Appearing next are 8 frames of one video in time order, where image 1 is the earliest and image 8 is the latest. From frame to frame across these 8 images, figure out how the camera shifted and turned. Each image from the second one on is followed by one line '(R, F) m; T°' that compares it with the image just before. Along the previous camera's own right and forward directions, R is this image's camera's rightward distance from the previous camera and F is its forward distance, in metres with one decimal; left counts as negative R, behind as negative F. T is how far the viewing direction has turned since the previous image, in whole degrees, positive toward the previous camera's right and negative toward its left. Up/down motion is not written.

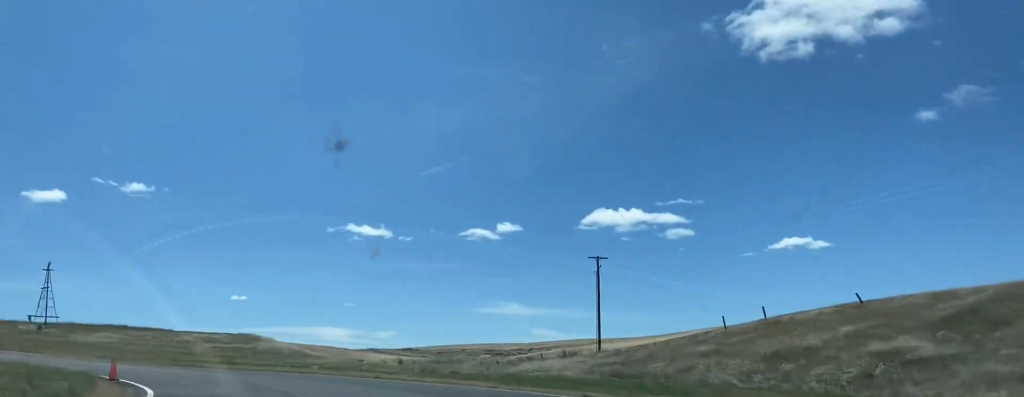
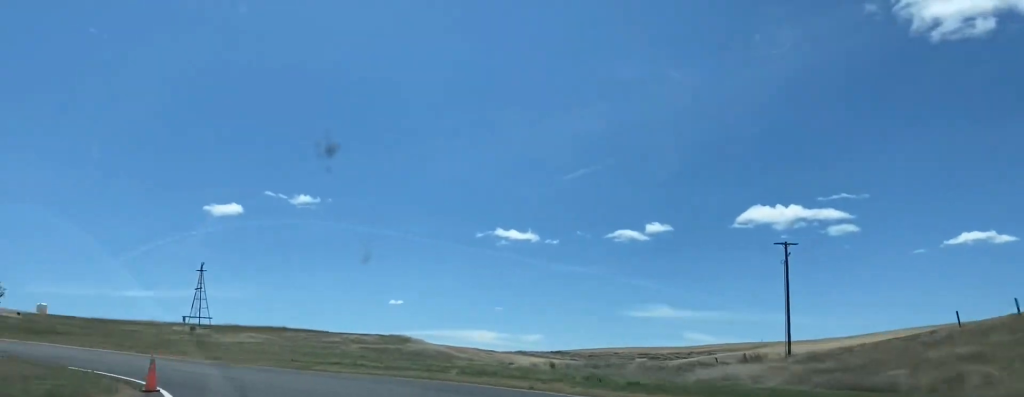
(-1.6, +9.9) m; -10°
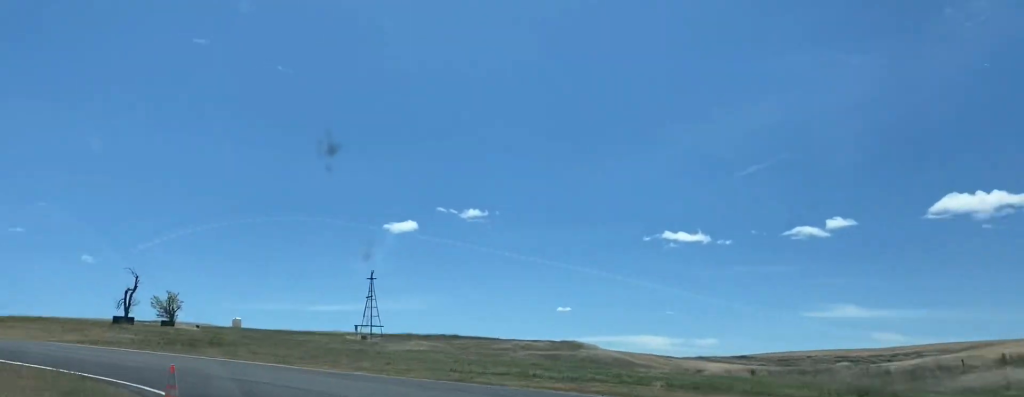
(+0.1, +10.0) m; -10°
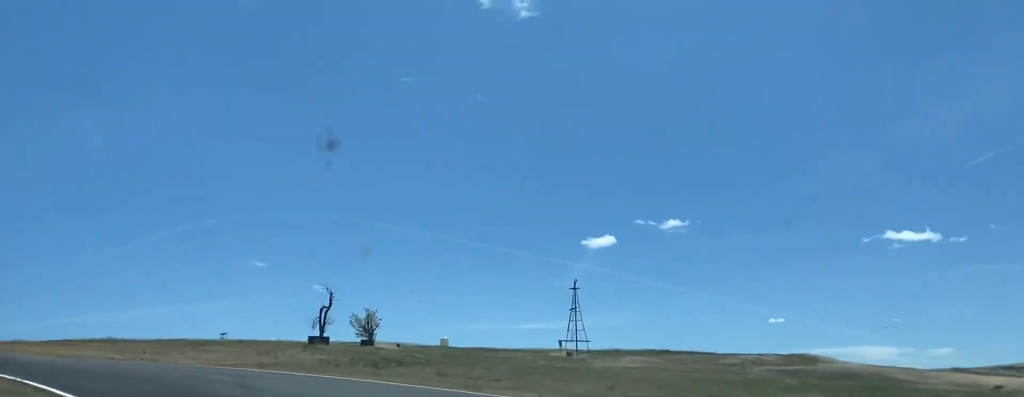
(-2.3, +12.3) m; -16°
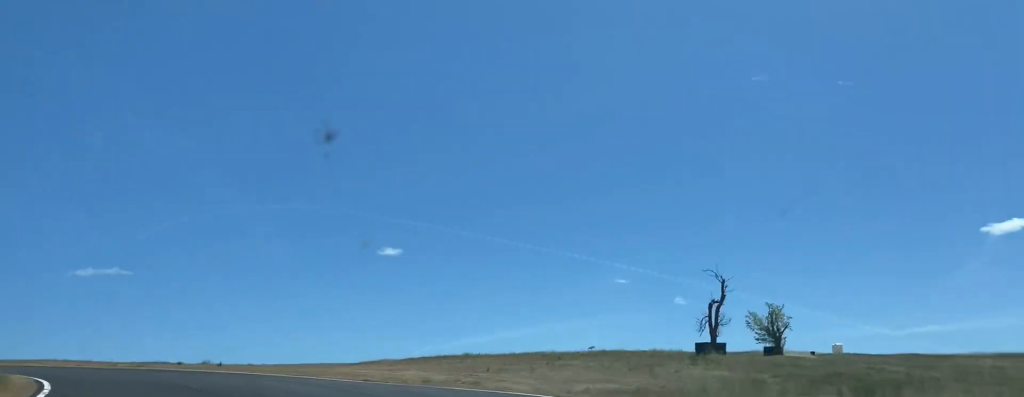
(-5.5, +20.9) m; -27°
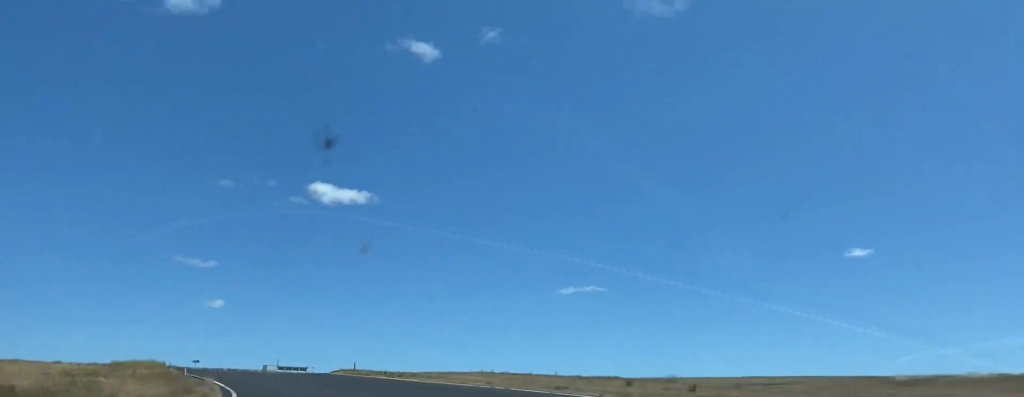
(-6.6, +26.3) m; -26°
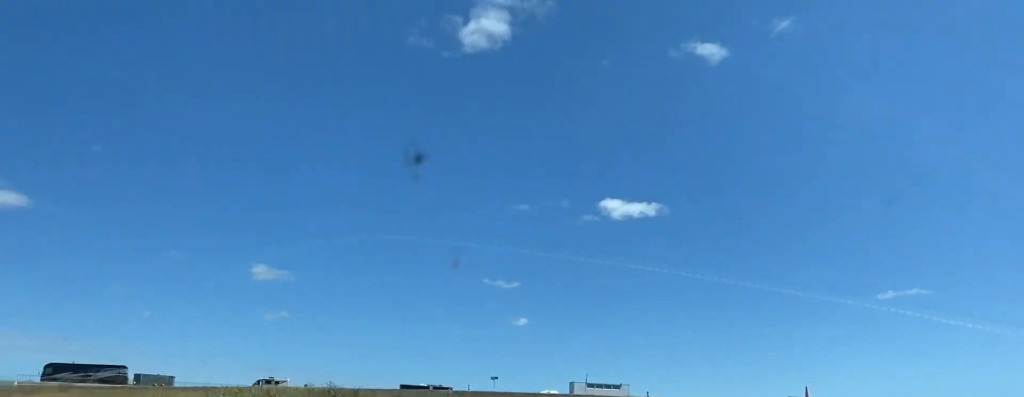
(-8.3, +37.3) m; -14°
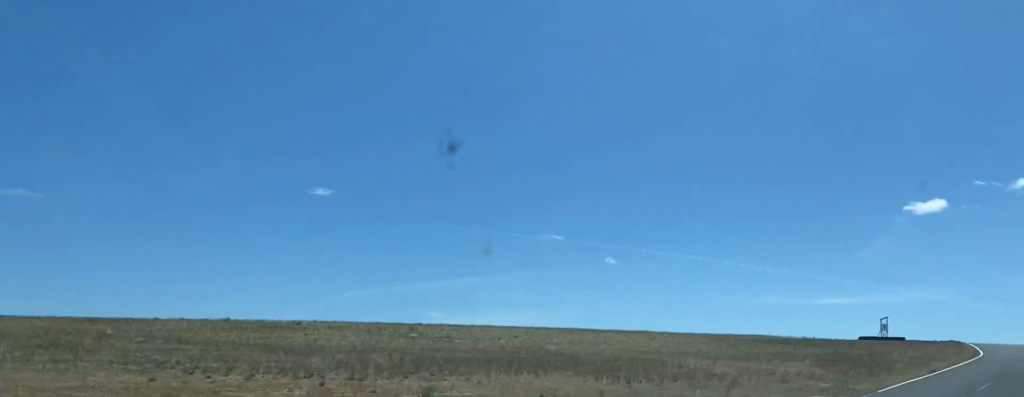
(+13.1, +43.0) m; +51°
